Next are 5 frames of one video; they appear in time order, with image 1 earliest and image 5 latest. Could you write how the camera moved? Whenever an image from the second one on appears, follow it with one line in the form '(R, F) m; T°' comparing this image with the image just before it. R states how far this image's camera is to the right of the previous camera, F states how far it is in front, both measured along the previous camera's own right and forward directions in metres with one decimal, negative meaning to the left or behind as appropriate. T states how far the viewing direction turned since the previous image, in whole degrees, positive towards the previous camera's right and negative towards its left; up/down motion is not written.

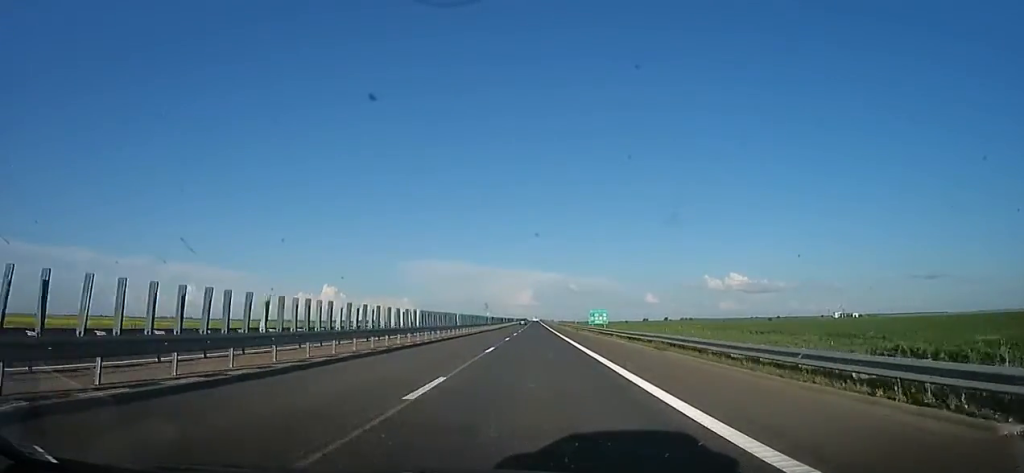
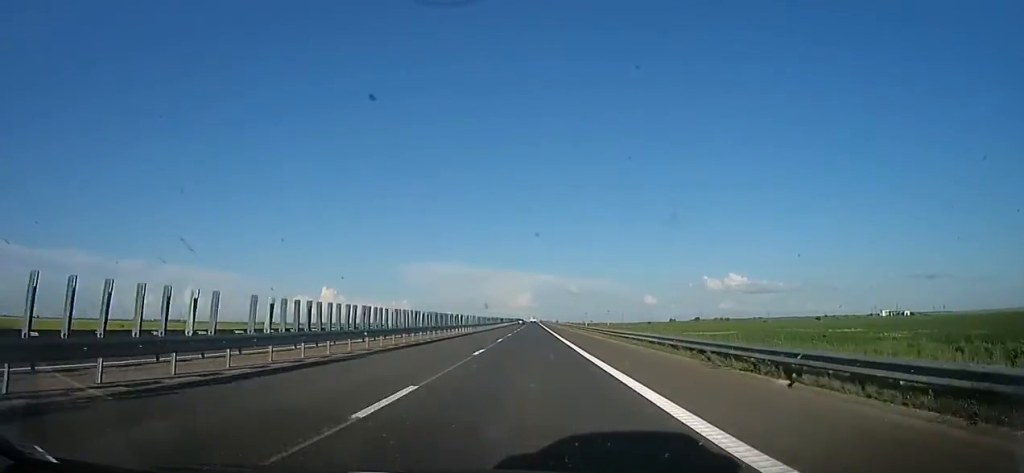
(-1.0, +97.1) m; -1°
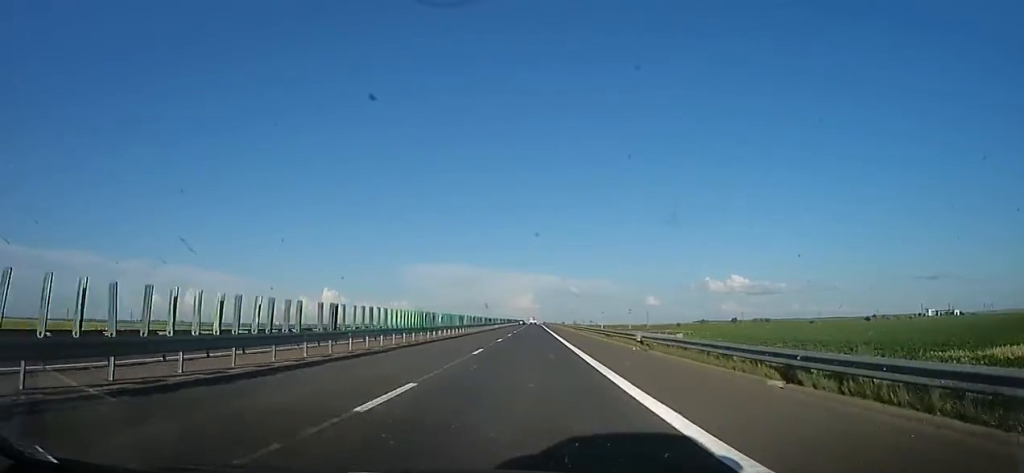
(+1.9, +72.1) m; 0°
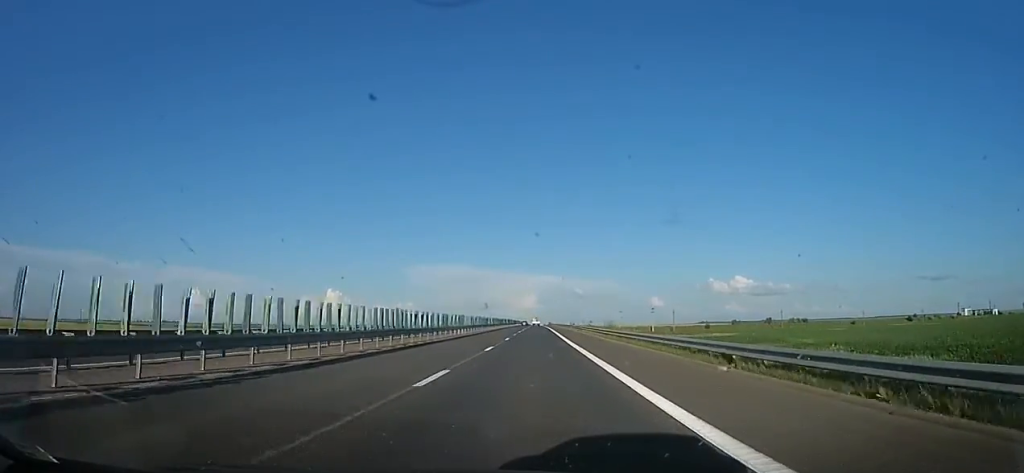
(-0.5, +45.4) m; +1°
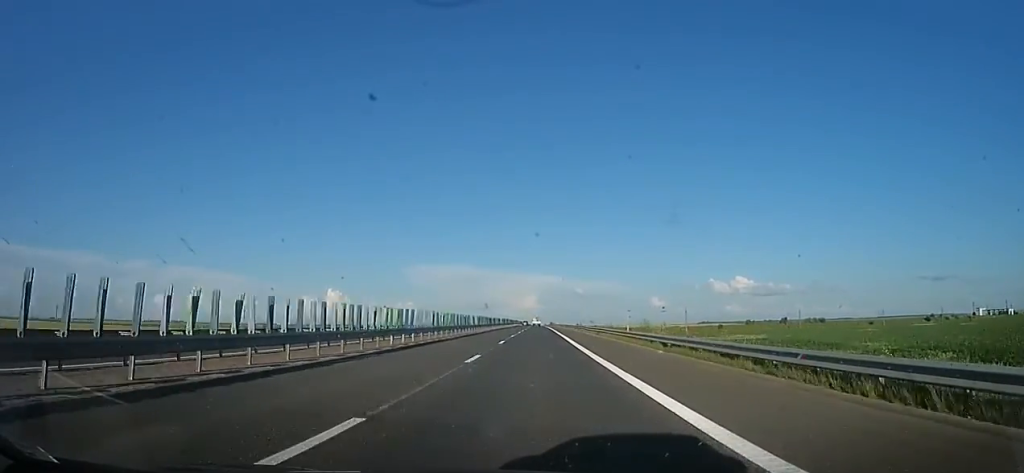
(+0.3, +18.3) m; +1°
